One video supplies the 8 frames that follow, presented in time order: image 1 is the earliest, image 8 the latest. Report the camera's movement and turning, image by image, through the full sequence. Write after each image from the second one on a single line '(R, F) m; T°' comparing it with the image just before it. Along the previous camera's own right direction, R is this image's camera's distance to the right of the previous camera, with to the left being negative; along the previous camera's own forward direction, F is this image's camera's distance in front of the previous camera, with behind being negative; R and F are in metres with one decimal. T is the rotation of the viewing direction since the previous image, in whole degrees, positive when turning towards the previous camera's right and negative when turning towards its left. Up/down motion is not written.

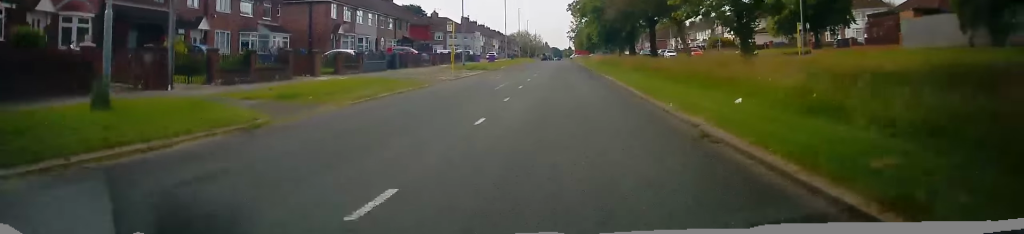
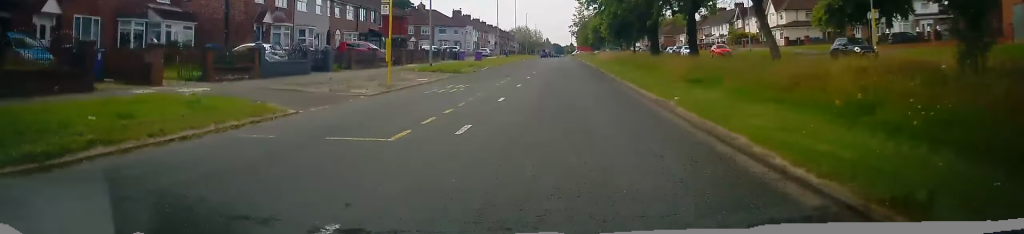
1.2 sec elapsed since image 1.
(0.0, +13.0) m; 0°
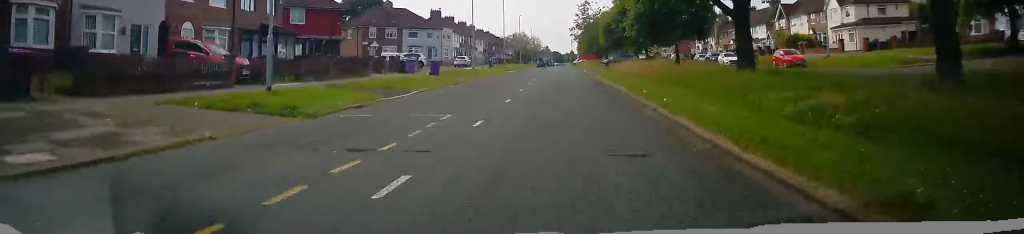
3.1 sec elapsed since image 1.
(+0.1, +21.3) m; 0°
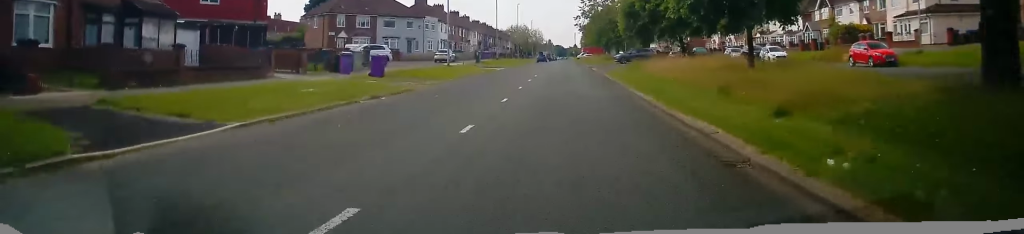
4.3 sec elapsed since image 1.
(-0.1, +13.5) m; -1°
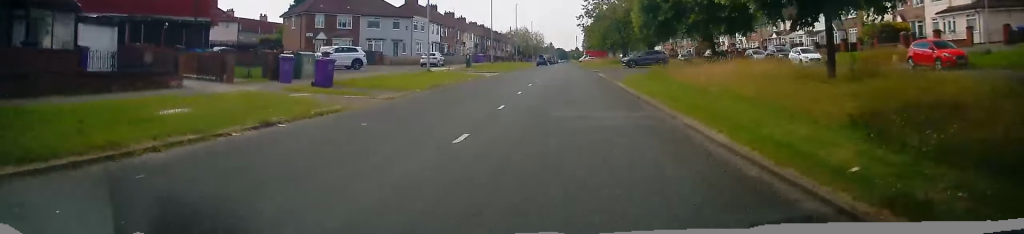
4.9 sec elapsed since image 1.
(0.0, +6.8) m; 0°
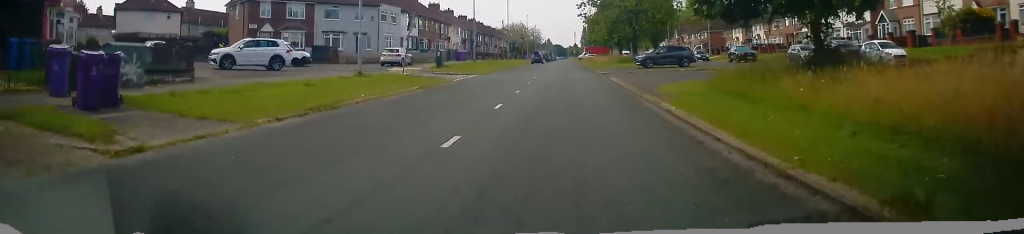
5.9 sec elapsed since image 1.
(-0.1, +12.2) m; 0°
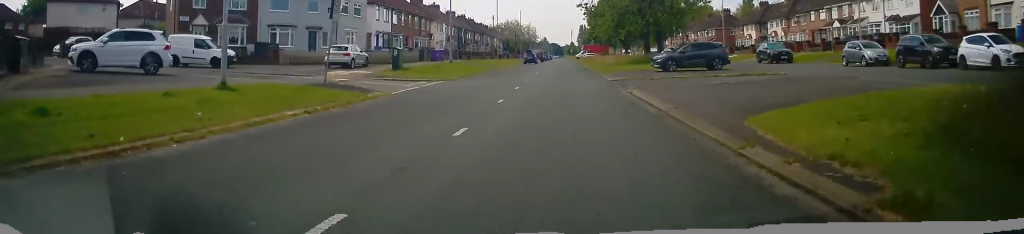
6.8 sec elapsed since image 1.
(+0.1, +10.4) m; 0°
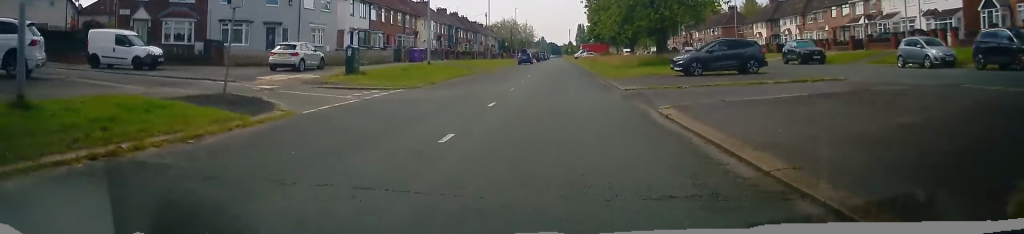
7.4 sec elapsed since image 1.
(0.0, +6.9) m; +1°
